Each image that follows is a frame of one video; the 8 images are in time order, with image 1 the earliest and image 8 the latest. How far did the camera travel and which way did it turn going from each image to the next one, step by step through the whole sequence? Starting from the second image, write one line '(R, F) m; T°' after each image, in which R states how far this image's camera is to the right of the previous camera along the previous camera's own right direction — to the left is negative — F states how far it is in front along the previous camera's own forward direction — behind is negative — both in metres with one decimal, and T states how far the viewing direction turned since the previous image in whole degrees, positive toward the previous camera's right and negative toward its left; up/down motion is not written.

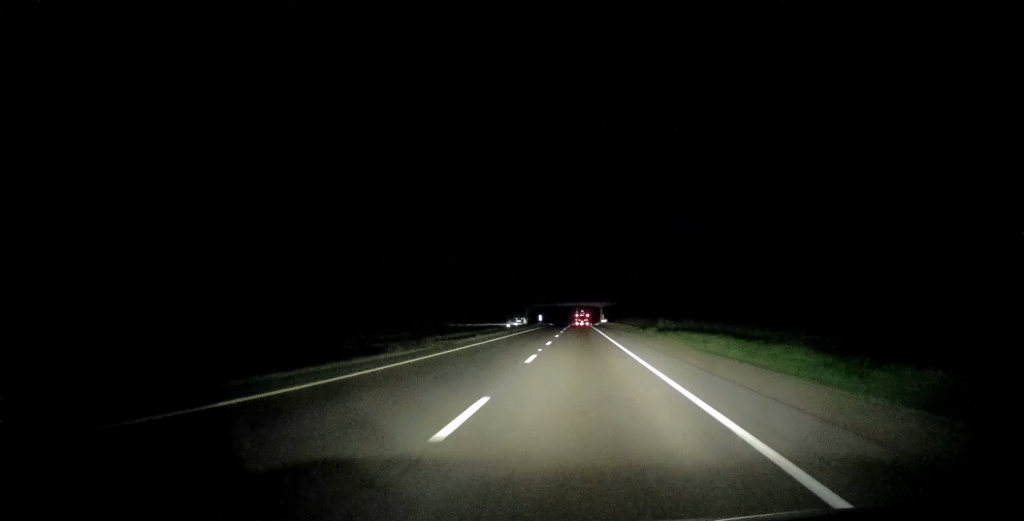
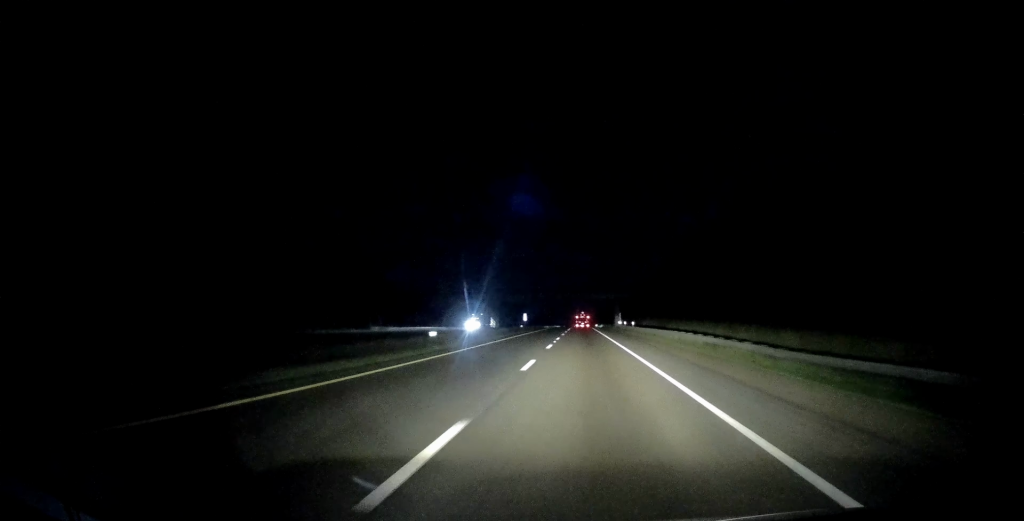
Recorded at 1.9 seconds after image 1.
(-0.4, +62.4) m; 0°
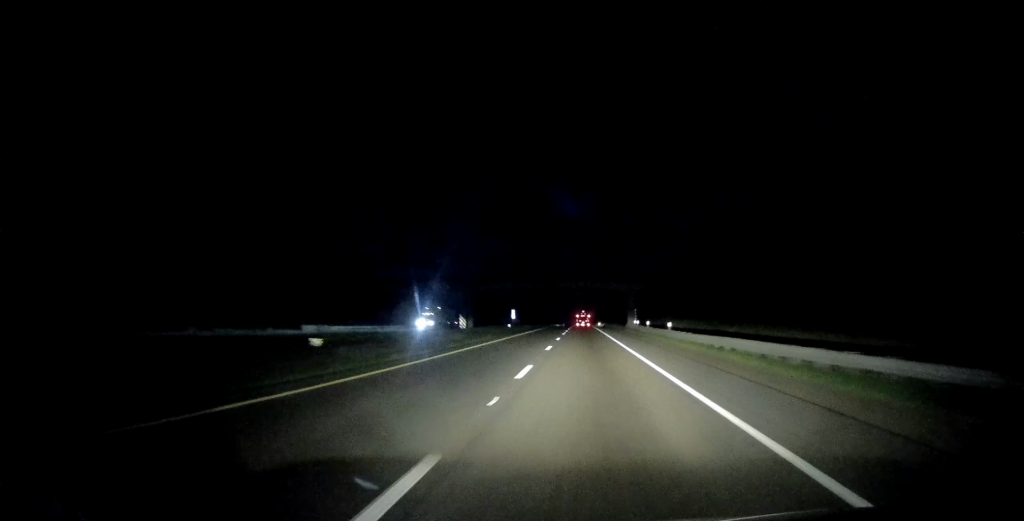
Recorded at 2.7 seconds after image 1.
(+0.1, +26.3) m; 0°
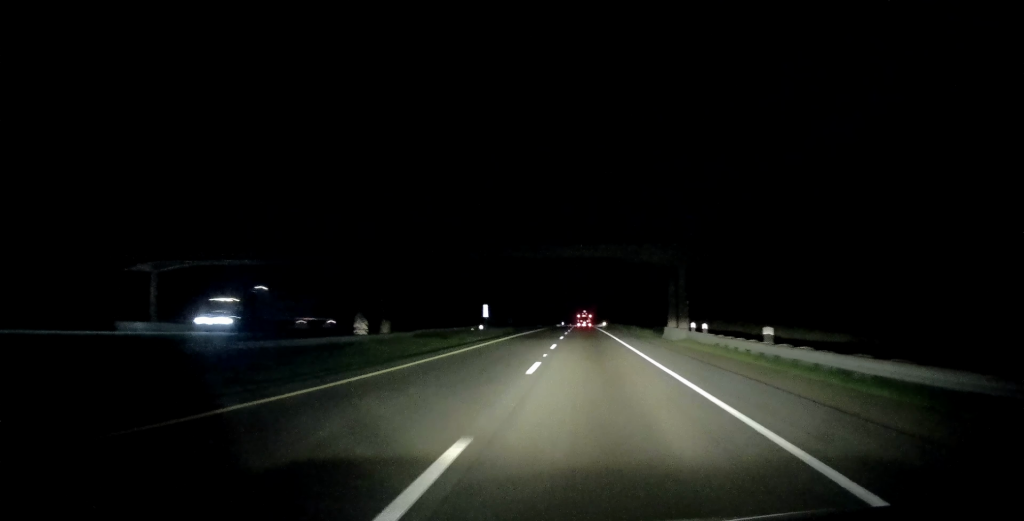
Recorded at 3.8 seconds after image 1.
(+0.1, +35.1) m; 0°
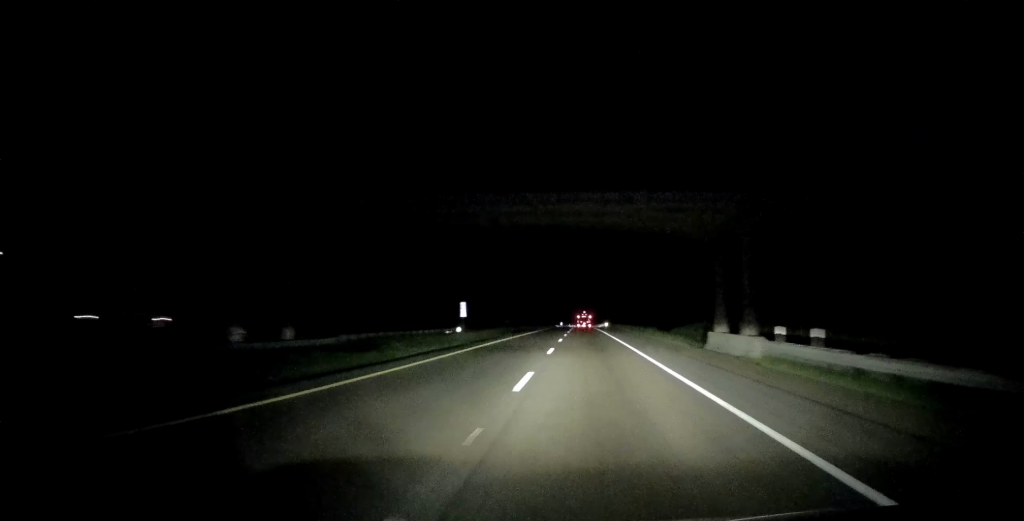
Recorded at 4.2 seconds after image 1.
(-0.2, +15.3) m; 0°
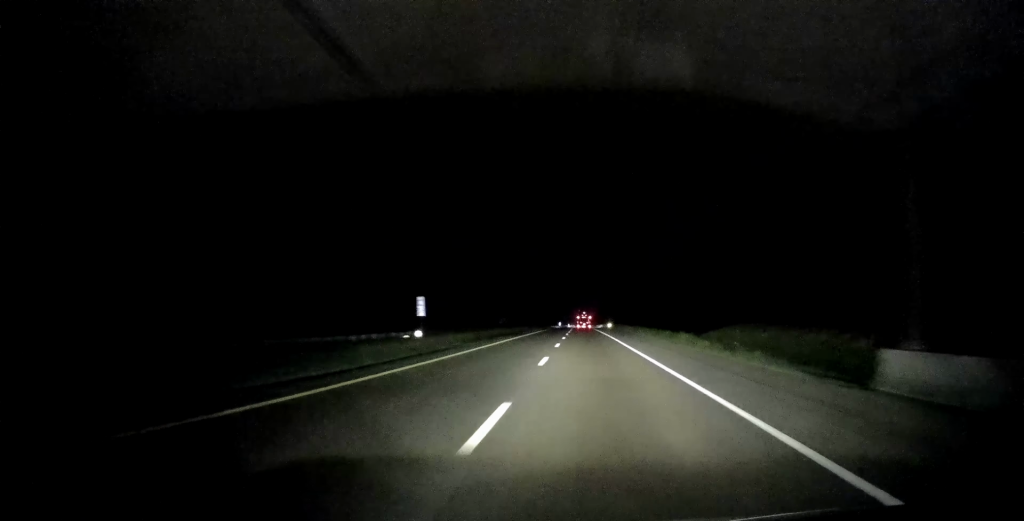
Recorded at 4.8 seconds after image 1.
(0.0, +18.7) m; 0°
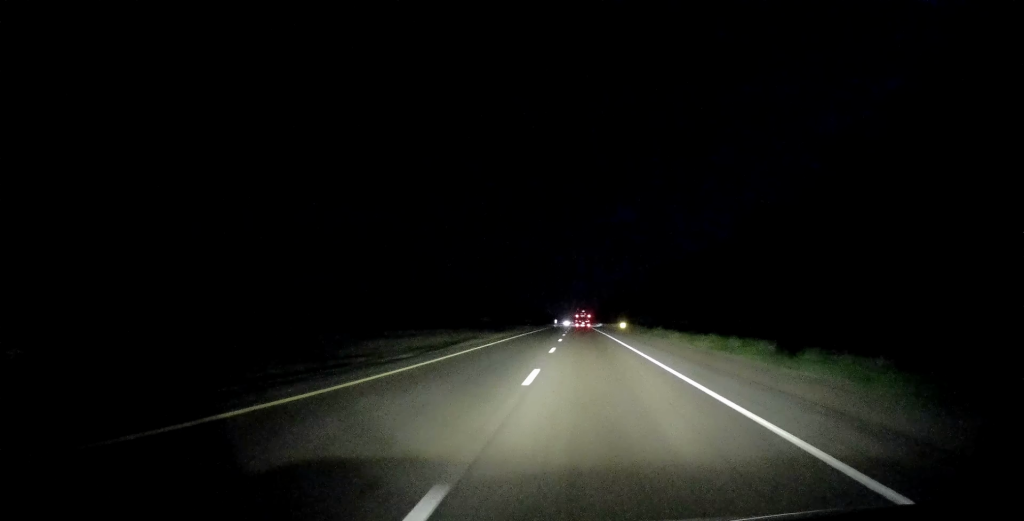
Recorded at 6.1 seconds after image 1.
(+0.4, +41.8) m; 0°
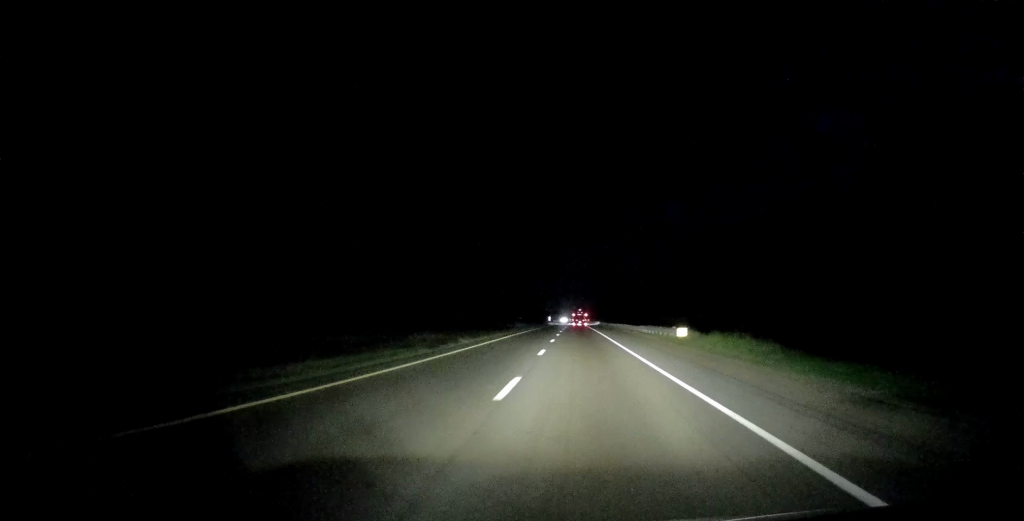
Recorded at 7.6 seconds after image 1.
(-0.5, +50.6) m; 0°
